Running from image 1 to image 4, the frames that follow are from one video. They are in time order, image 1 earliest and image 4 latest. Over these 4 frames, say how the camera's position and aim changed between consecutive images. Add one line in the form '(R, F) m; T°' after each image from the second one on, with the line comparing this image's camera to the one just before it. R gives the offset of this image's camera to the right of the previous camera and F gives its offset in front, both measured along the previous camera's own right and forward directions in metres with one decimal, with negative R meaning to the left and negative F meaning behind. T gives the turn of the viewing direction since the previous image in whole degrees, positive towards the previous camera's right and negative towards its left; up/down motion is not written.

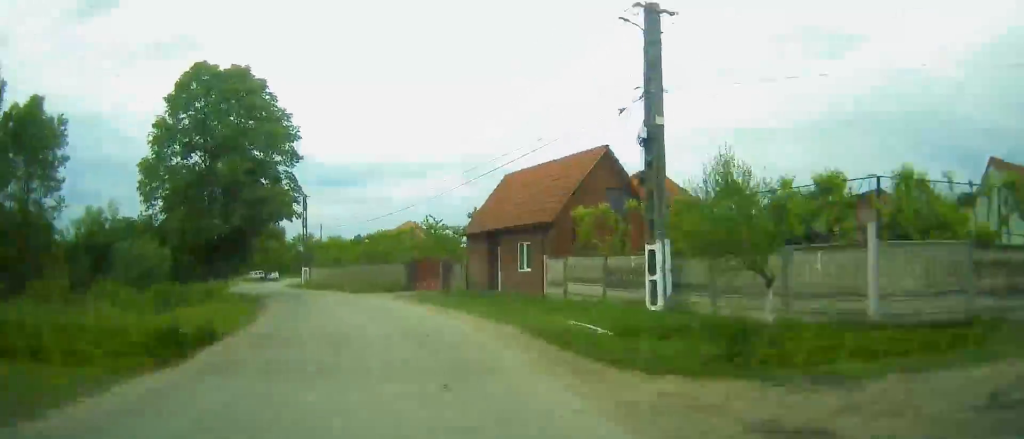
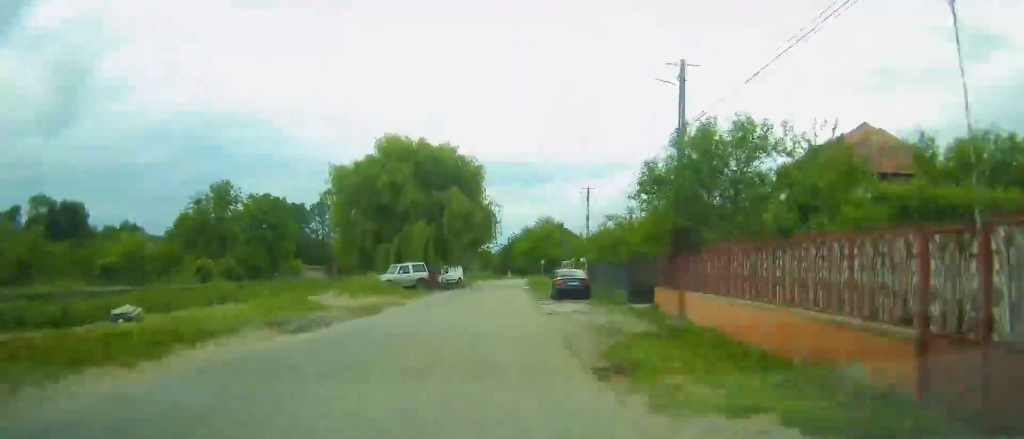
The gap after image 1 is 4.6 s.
(-12.2, +72.4) m; -5°
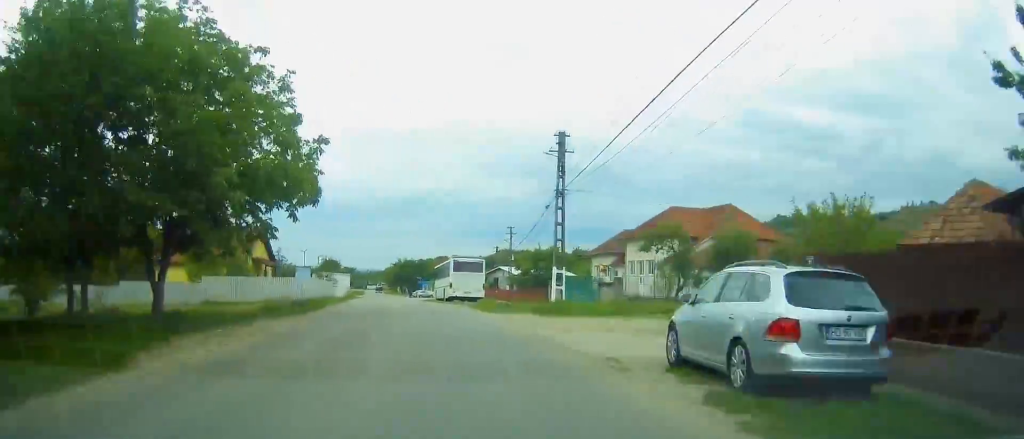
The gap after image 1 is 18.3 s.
(+81.4, +183.8) m; +46°
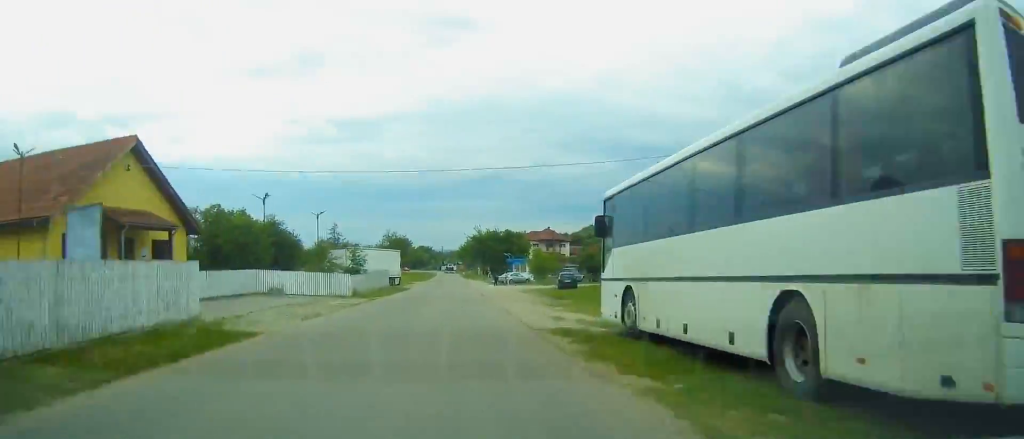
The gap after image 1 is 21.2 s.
(+2.4, +43.1) m; +2°
